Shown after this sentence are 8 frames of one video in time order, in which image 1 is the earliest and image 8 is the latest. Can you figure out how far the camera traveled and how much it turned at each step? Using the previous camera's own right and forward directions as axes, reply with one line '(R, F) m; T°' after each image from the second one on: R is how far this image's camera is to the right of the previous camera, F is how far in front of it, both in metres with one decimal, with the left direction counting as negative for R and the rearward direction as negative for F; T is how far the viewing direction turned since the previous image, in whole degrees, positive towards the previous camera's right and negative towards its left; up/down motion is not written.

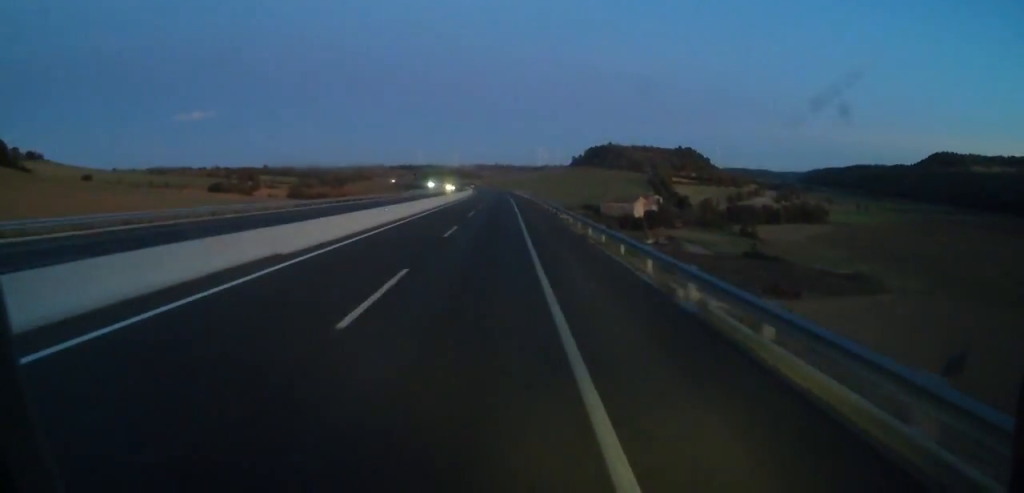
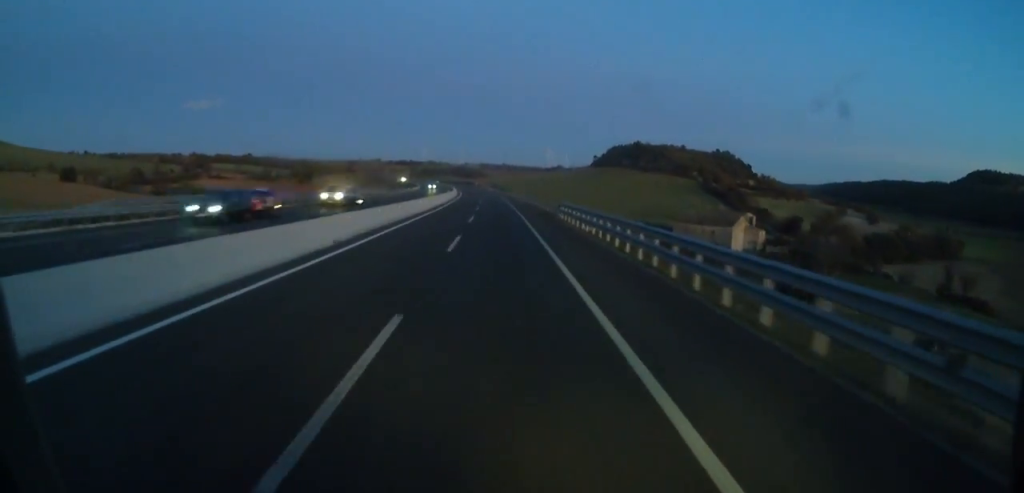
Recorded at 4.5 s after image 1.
(-0.7, +111.5) m; 0°
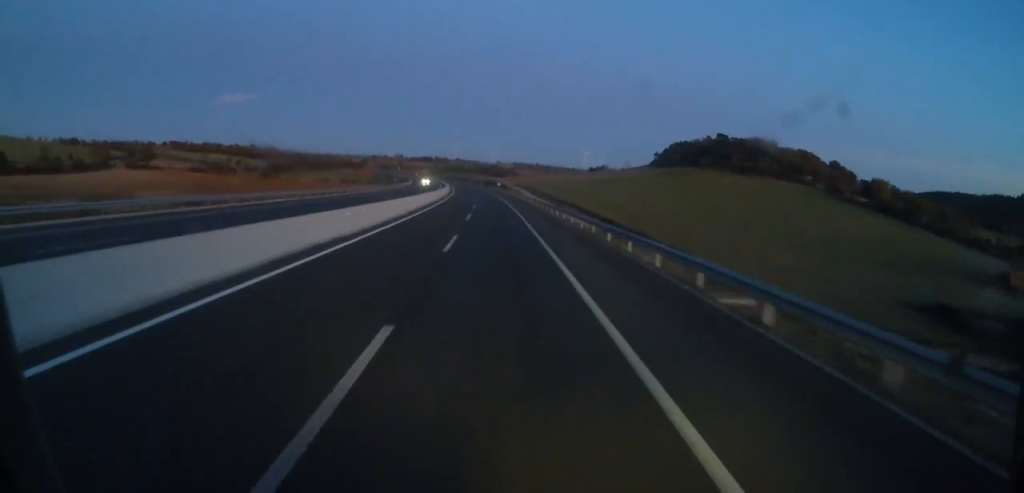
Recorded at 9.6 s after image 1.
(-0.9, +124.8) m; -2°
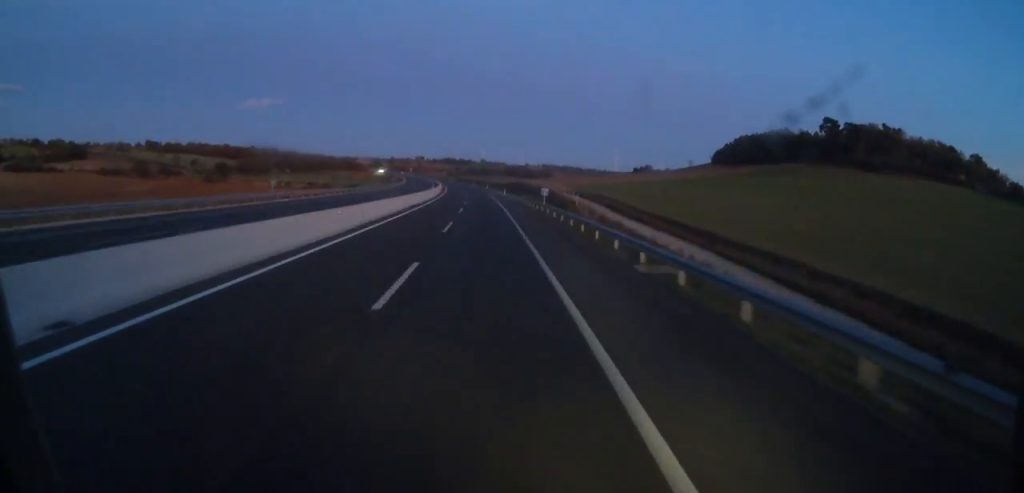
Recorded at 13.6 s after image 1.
(-1.9, +97.6) m; -4°
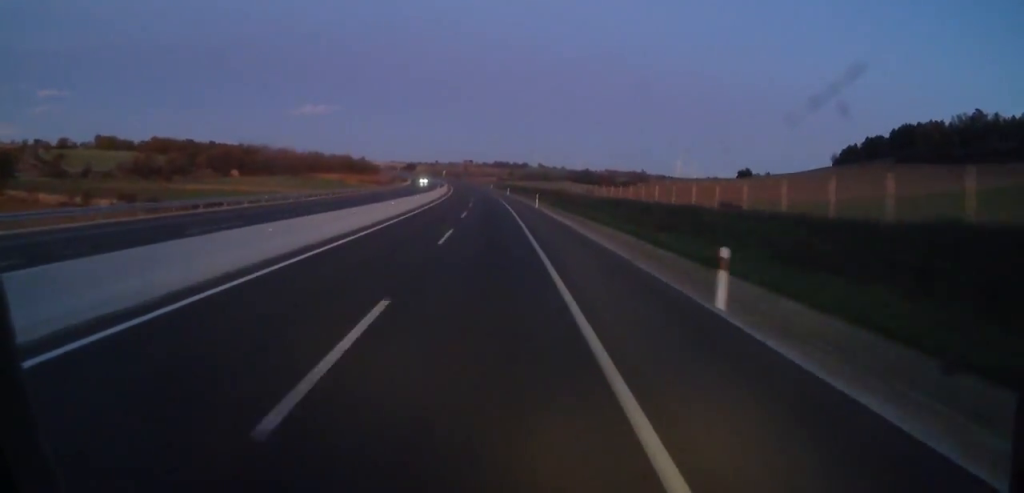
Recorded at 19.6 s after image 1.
(-10.7, +142.4) m; -8°
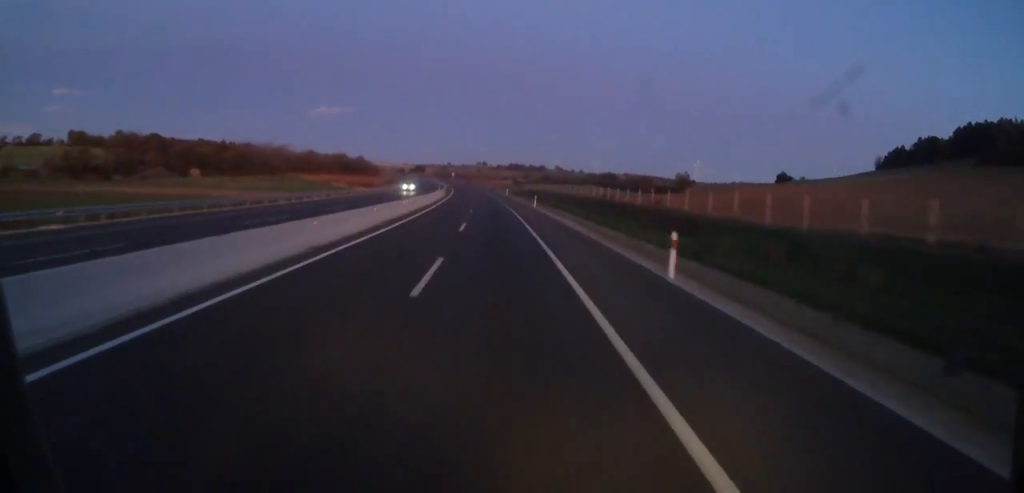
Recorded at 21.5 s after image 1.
(-0.6, +43.7) m; -1°
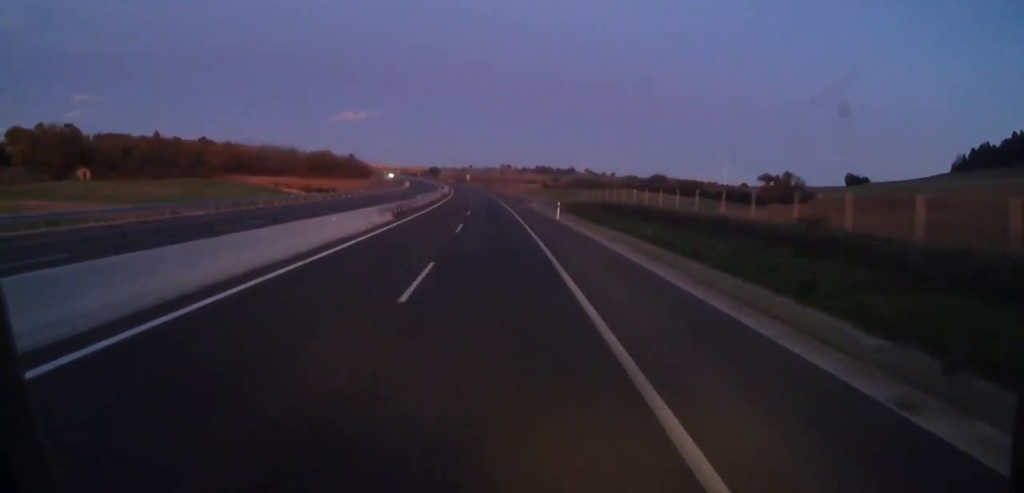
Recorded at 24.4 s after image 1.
(-0.7, +68.6) m; -2°
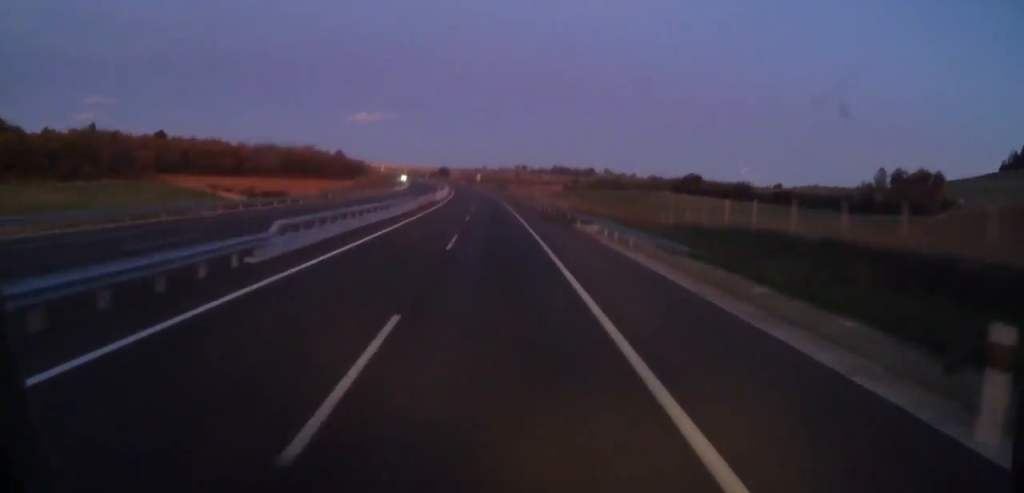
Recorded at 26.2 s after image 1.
(-0.8, +40.5) m; -1°
